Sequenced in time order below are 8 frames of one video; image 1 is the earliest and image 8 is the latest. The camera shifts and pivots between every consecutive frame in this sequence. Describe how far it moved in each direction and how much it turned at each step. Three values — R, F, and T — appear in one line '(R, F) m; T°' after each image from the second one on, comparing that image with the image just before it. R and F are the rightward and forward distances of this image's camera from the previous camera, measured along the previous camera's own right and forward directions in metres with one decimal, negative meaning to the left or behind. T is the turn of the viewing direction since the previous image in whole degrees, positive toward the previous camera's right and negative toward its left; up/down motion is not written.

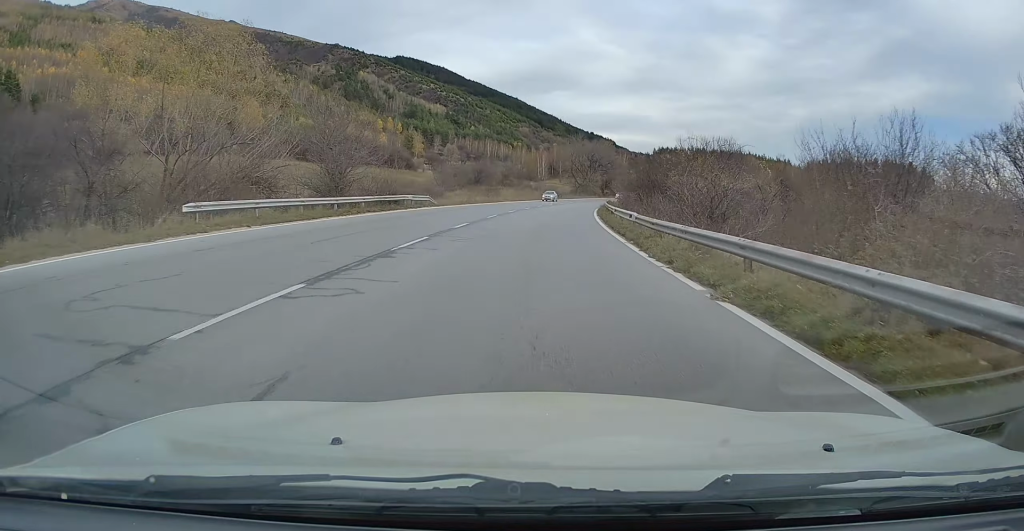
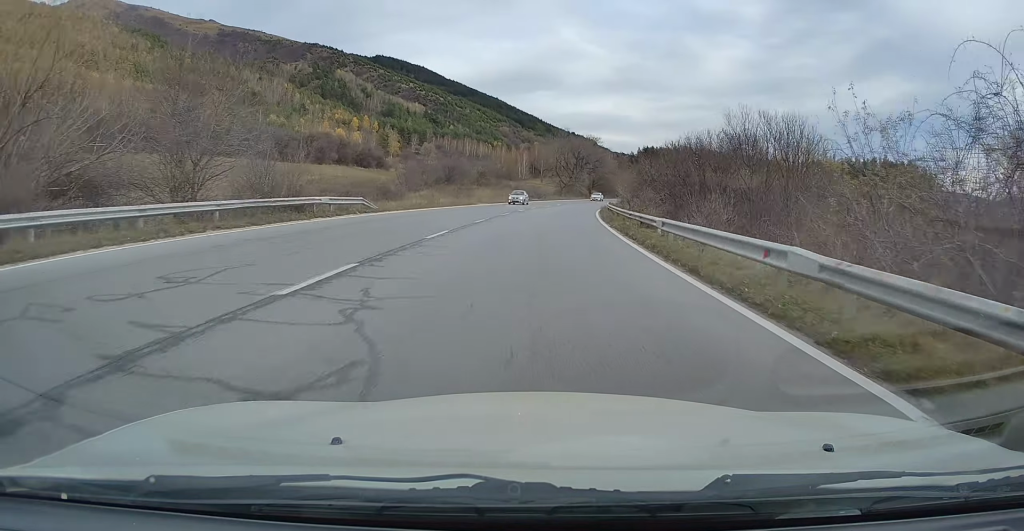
(+0.1, +13.9) m; +2°
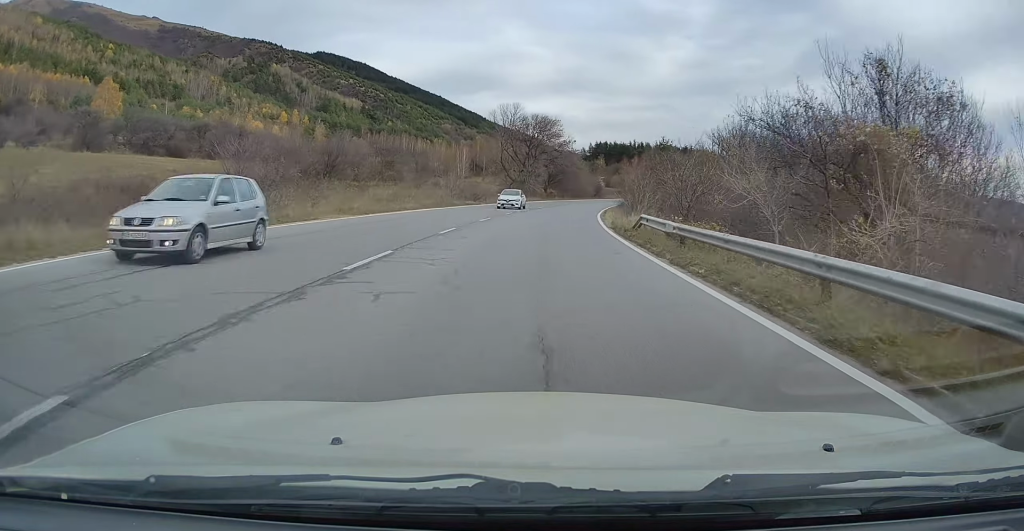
(+1.3, +33.8) m; +4°
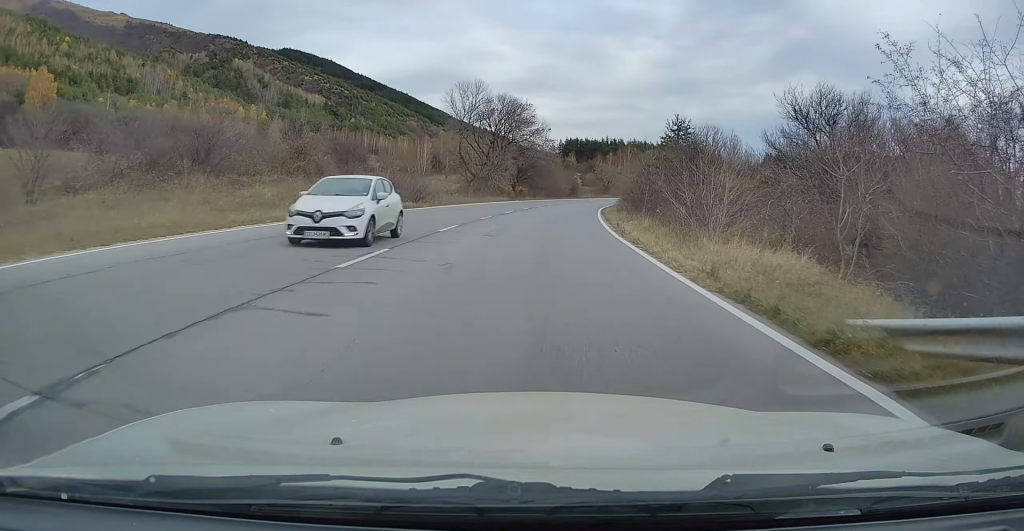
(+0.3, +17.9) m; +3°
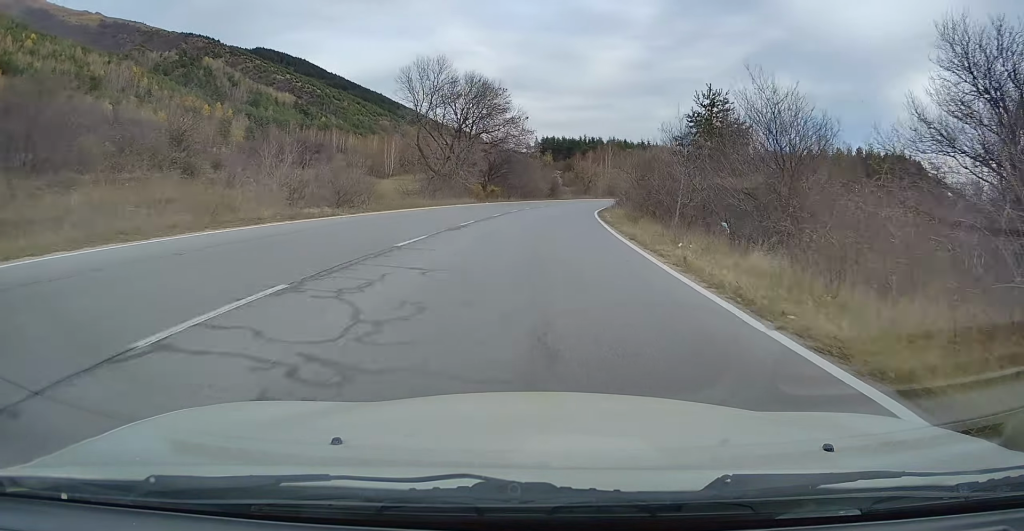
(+0.3, +14.0) m; +2°
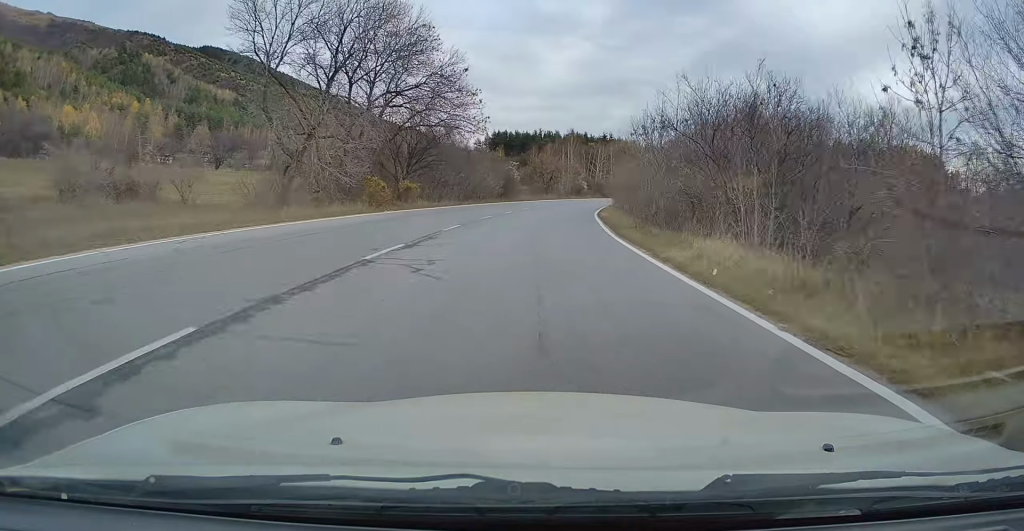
(+1.2, +28.9) m; +4°
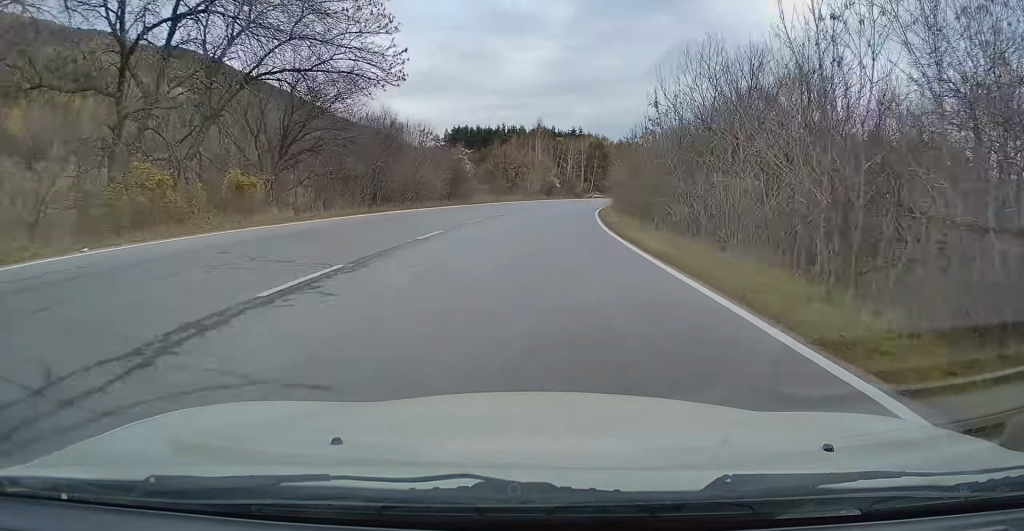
(+0.3, +22.0) m; +3°
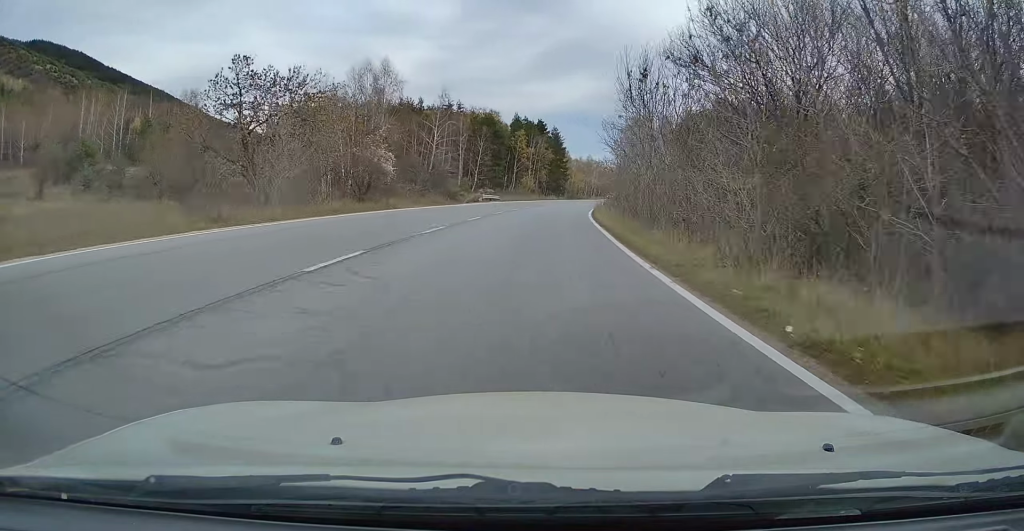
(+6.9, +70.2) m; +11°
